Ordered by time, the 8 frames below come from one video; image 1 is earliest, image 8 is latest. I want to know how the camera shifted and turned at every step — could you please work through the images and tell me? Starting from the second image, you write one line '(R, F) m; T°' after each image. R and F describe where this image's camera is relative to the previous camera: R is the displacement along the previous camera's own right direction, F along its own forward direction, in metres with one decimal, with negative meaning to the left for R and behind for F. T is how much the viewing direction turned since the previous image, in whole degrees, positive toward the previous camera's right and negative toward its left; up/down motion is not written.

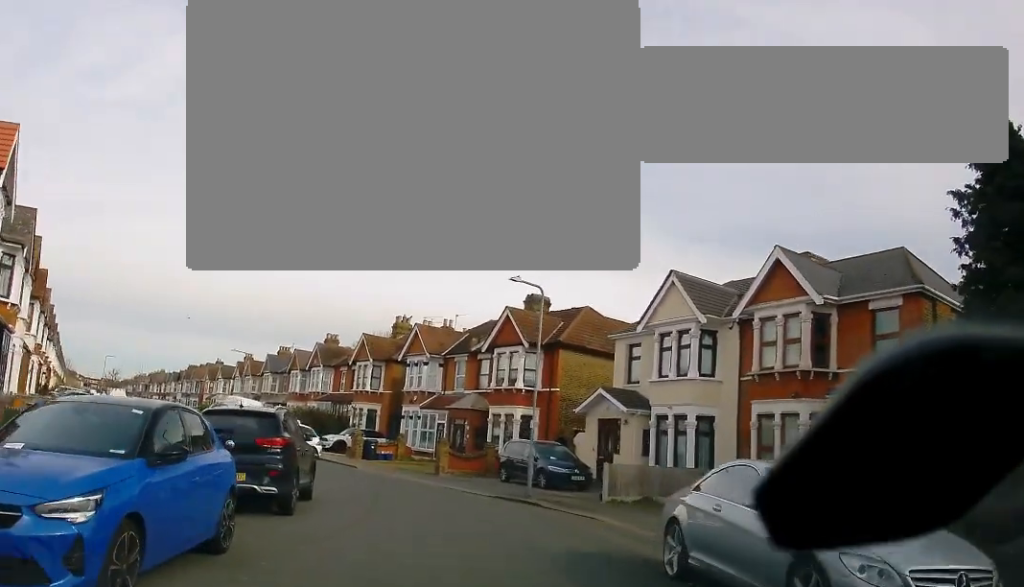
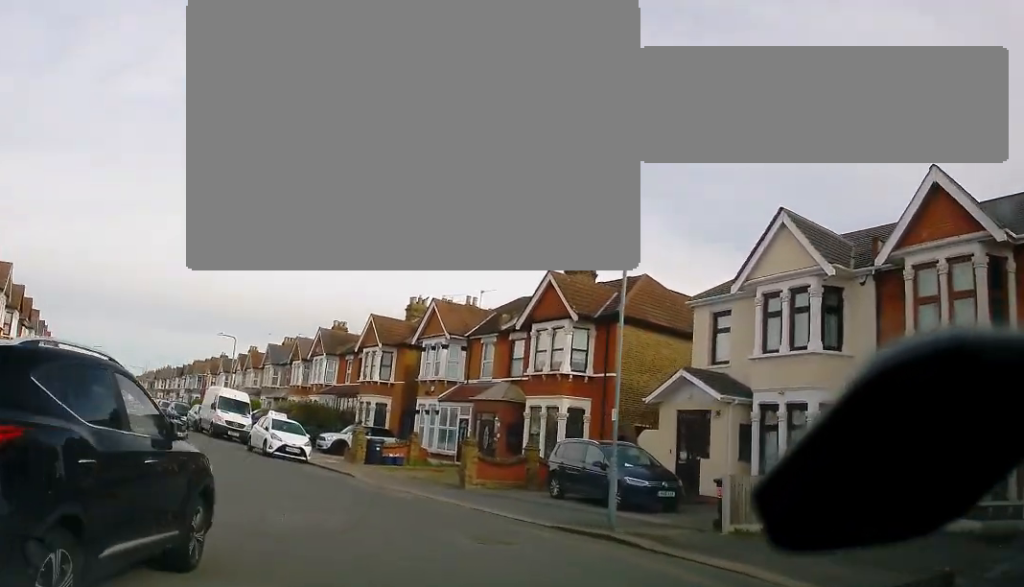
(0.0, +7.3) m; -5°
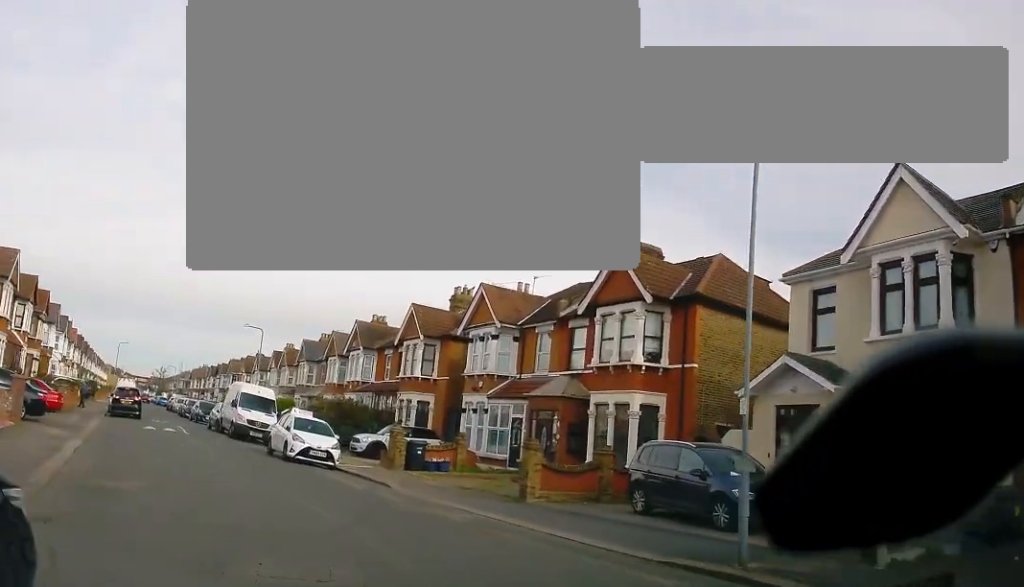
(-0.3, +3.8) m; -5°
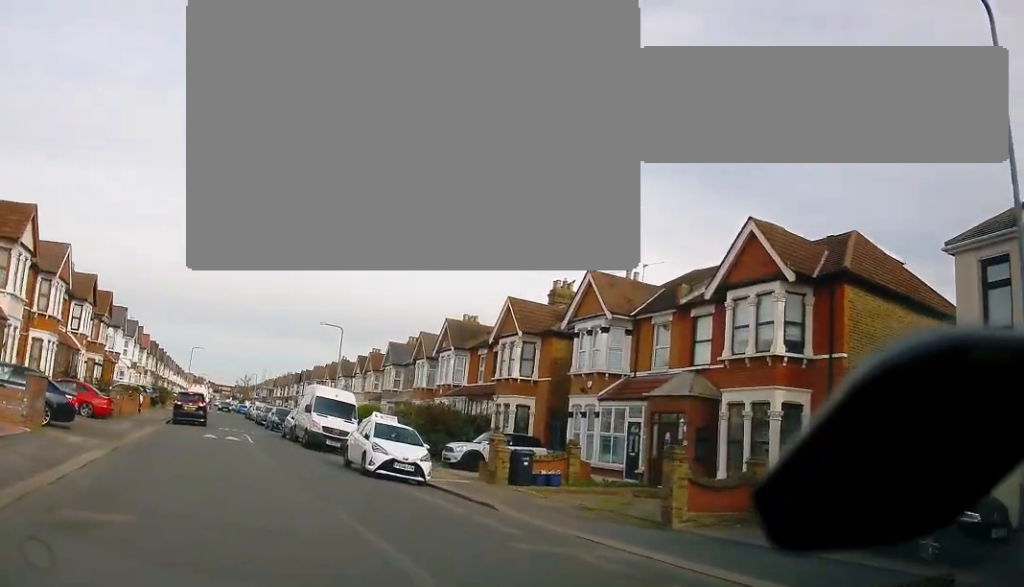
(-0.2, +3.9) m; -3°
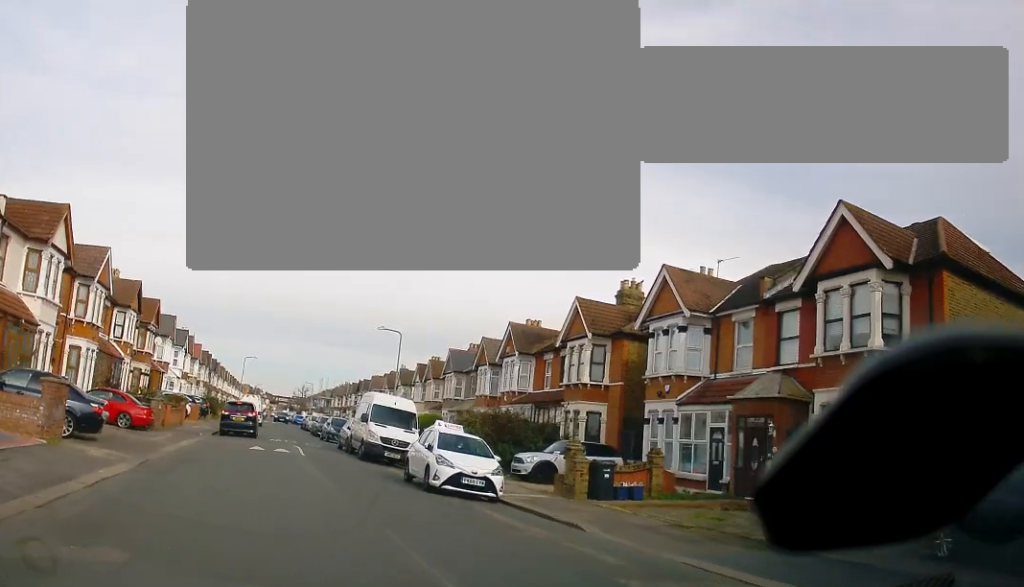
(0.0, +2.0) m; 0°
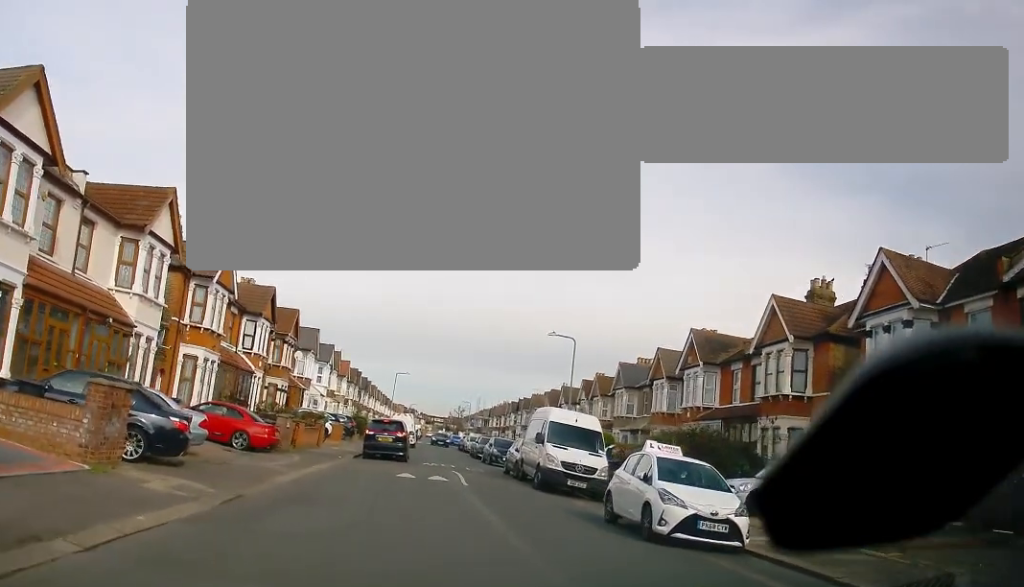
(-0.2, +4.6) m; -17°
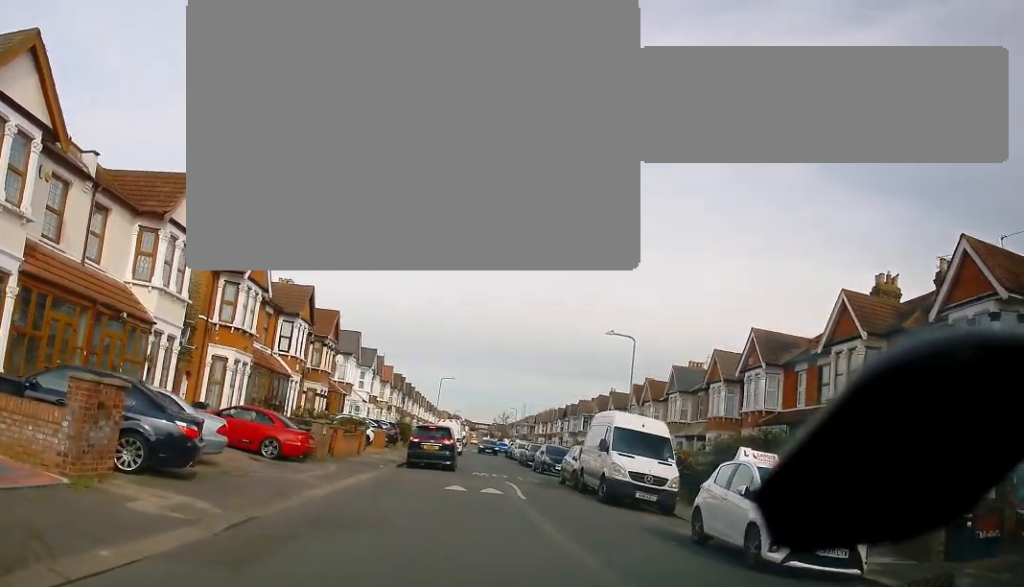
(-0.6, +2.0) m; -5°
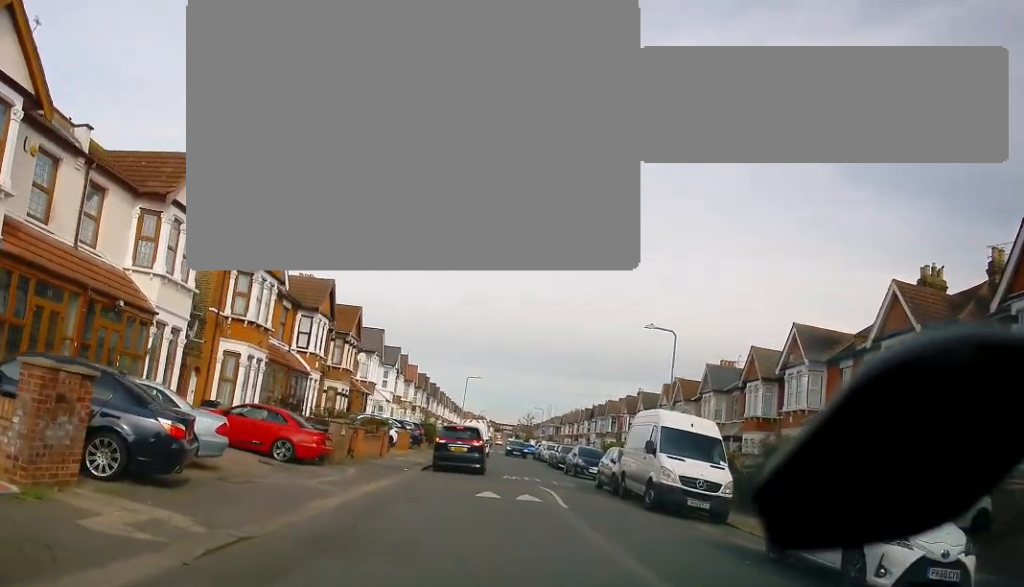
(-0.3, +1.8) m; -3°
